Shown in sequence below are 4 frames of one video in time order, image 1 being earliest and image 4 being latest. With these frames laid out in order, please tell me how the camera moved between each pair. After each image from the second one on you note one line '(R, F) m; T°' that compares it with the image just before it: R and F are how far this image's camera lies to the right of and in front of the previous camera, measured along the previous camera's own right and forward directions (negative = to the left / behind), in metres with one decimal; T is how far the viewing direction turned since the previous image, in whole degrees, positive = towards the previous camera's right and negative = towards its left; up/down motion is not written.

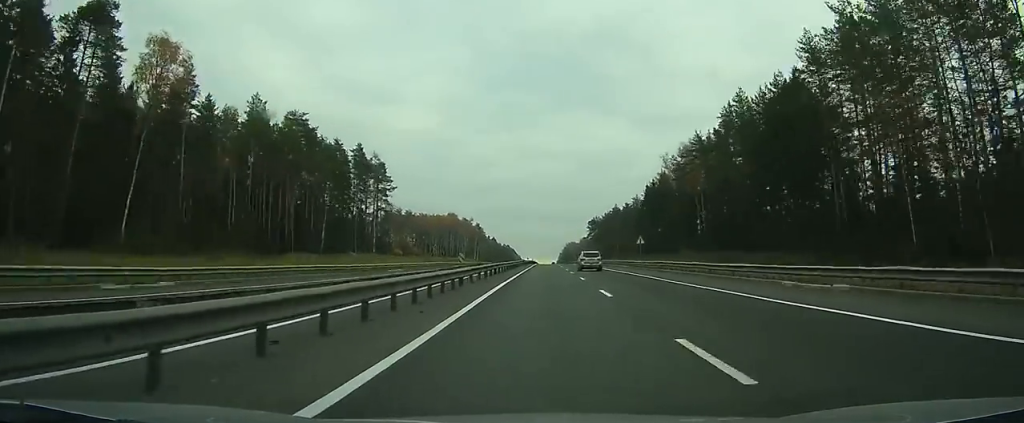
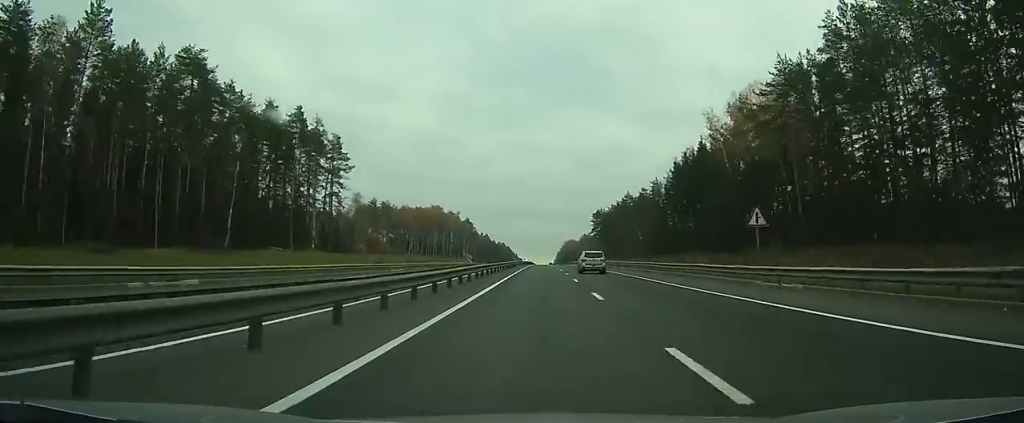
(+0.1, +40.2) m; 0°
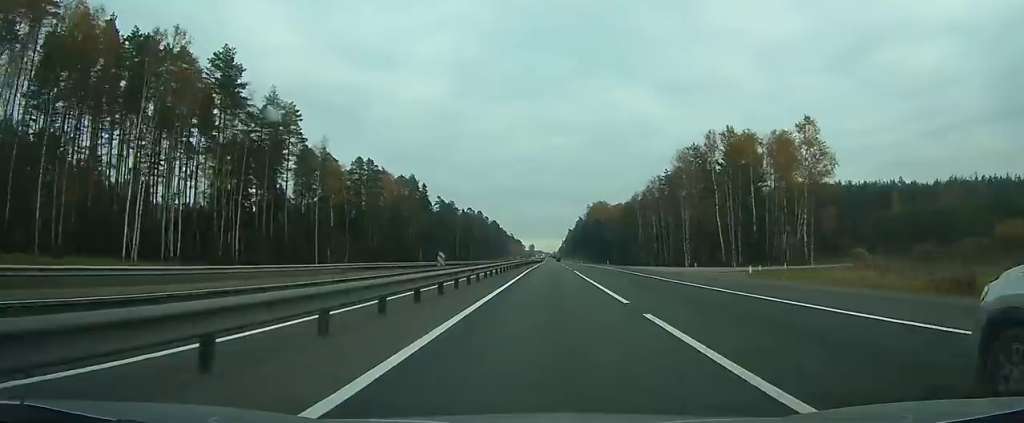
(-1.4, +267.8) m; 0°
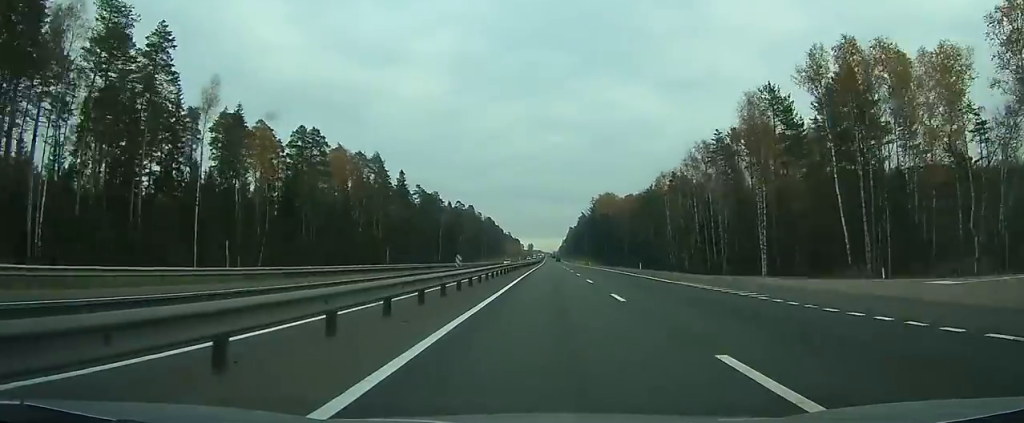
(0.0, +40.4) m; 0°
